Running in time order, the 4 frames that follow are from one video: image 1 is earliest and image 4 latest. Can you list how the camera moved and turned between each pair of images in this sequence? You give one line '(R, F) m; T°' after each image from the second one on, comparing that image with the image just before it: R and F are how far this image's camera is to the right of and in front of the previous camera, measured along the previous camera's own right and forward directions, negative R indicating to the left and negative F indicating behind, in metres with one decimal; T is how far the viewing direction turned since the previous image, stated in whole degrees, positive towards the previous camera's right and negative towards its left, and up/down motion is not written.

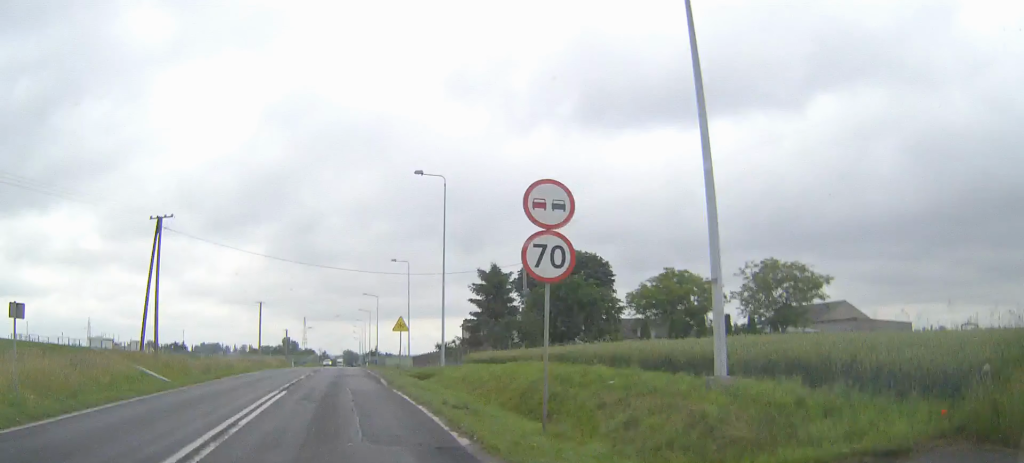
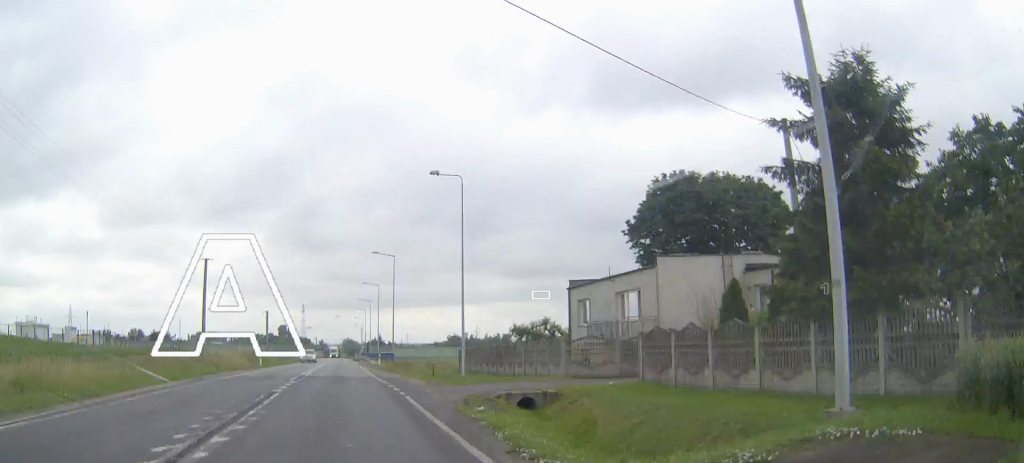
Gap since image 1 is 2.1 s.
(+0.1, +37.0) m; 0°
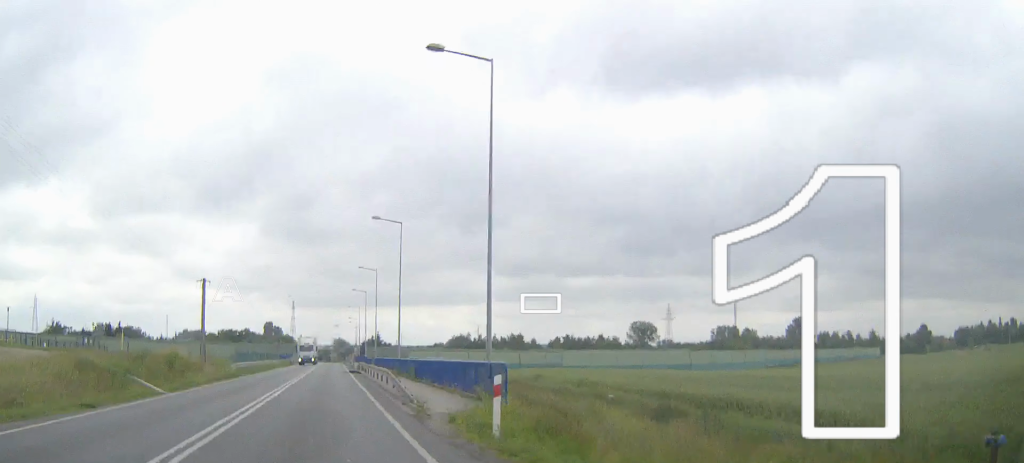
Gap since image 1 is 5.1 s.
(-0.1, +48.9) m; 0°
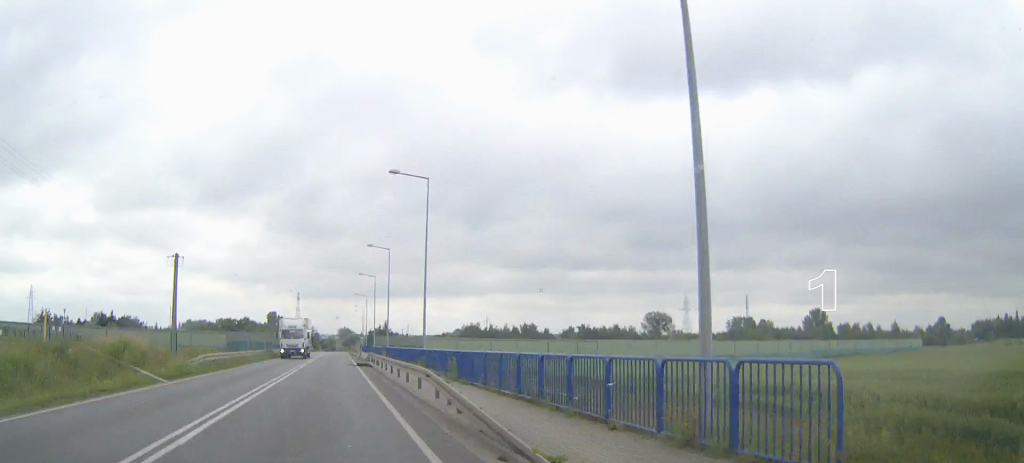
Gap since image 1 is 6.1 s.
(0.0, +14.6) m; 0°
